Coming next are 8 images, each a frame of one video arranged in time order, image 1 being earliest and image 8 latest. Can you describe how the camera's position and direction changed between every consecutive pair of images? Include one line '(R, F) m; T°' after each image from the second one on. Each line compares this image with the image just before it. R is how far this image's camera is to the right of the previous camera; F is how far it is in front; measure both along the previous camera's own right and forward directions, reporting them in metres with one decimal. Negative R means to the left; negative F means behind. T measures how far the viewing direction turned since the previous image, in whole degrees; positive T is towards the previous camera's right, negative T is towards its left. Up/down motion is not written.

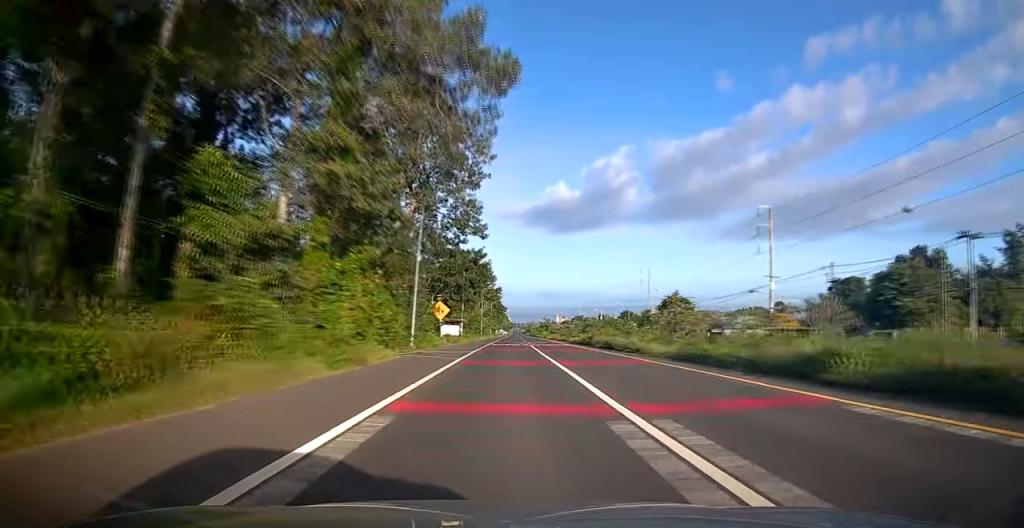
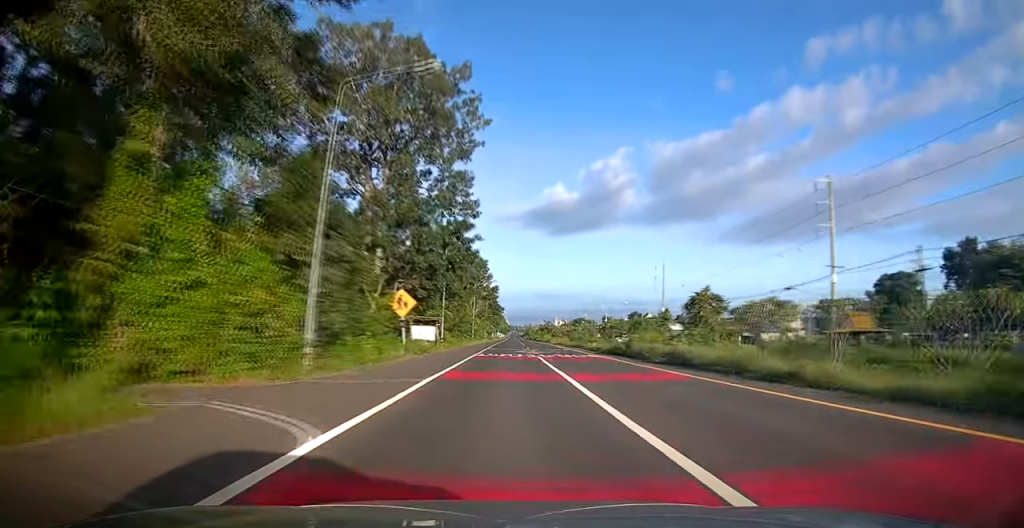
(+0.5, +16.7) m; 0°
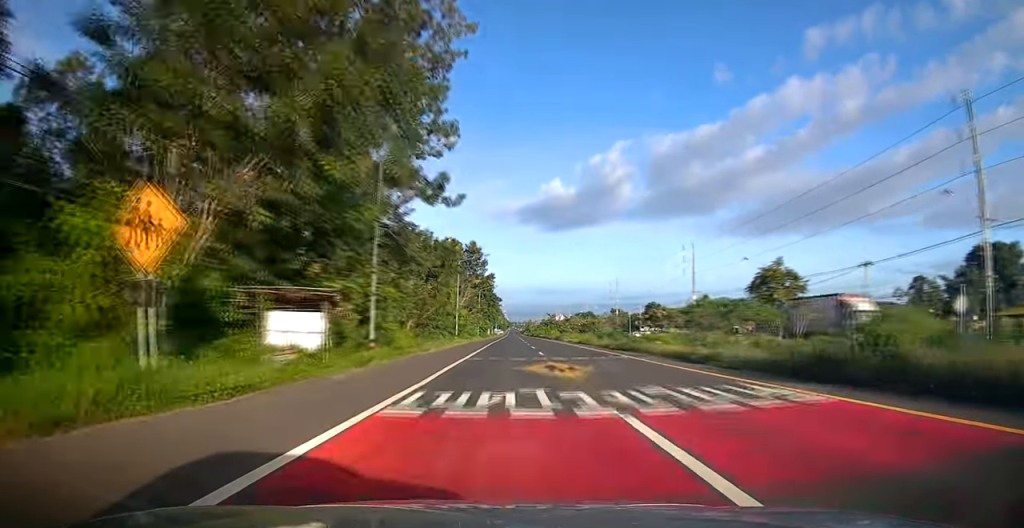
(-0.4, +23.9) m; 0°
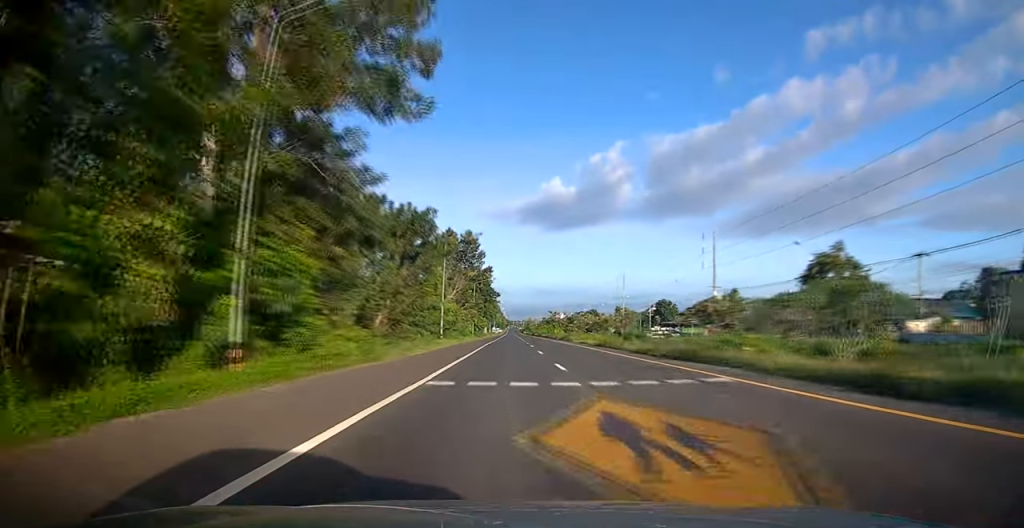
(+0.3, +11.9) m; 0°
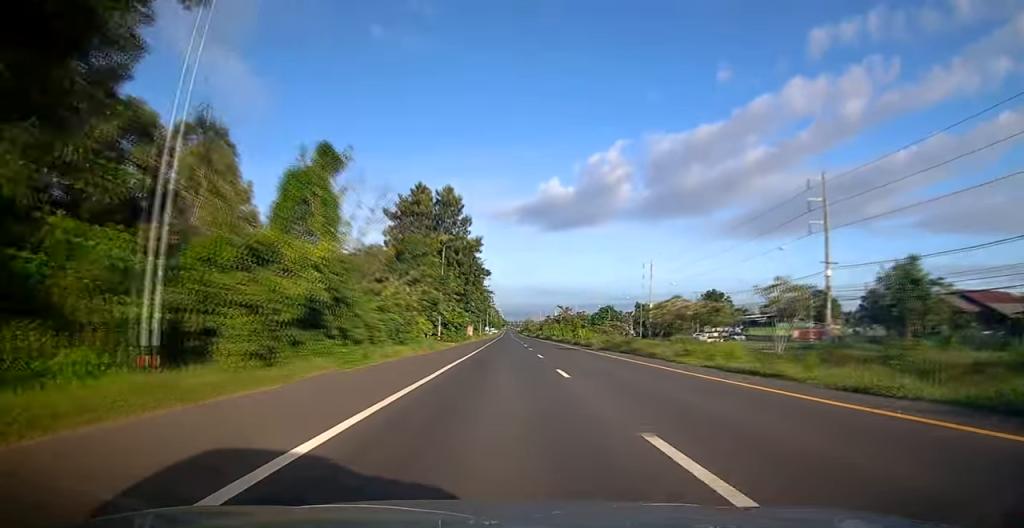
(+0.1, +37.8) m; +1°
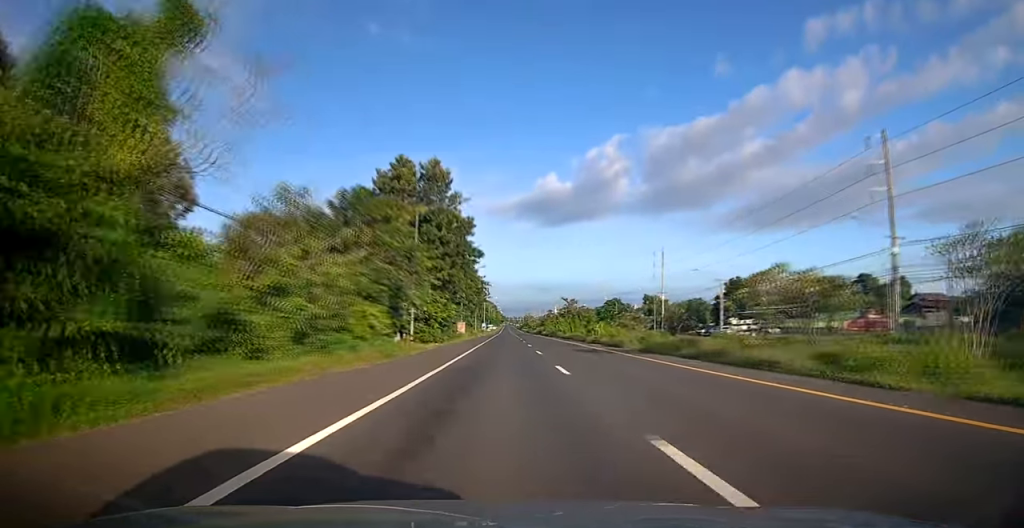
(+0.2, +12.5) m; +1°
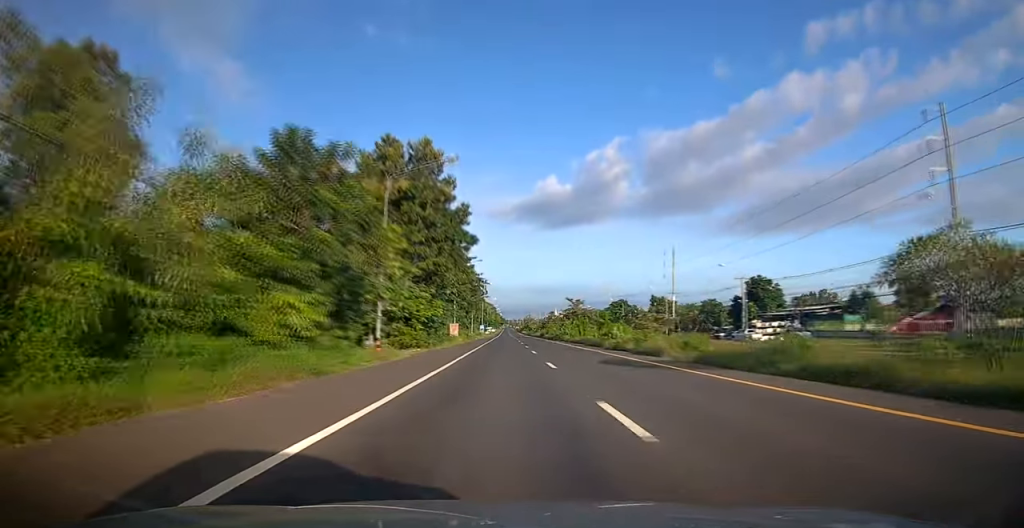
(+0.1, +8.7) m; -1°
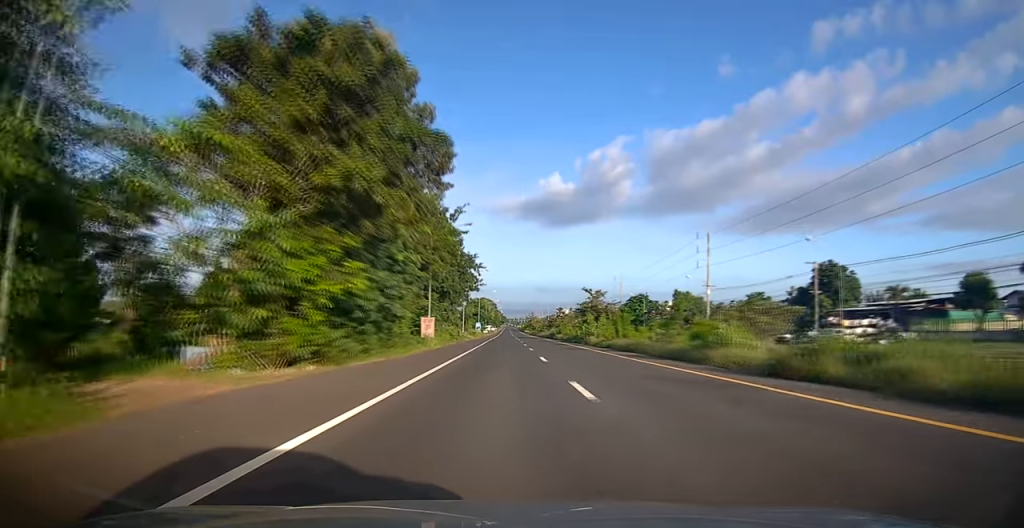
(-0.3, +20.6) m; -1°
